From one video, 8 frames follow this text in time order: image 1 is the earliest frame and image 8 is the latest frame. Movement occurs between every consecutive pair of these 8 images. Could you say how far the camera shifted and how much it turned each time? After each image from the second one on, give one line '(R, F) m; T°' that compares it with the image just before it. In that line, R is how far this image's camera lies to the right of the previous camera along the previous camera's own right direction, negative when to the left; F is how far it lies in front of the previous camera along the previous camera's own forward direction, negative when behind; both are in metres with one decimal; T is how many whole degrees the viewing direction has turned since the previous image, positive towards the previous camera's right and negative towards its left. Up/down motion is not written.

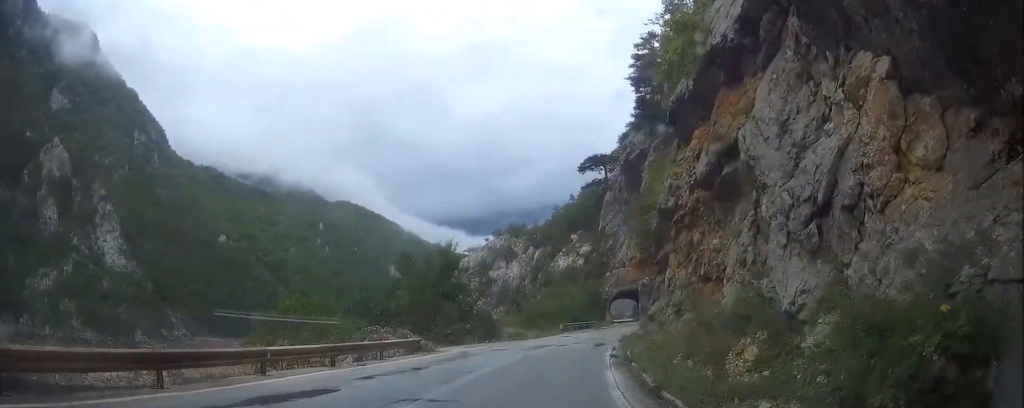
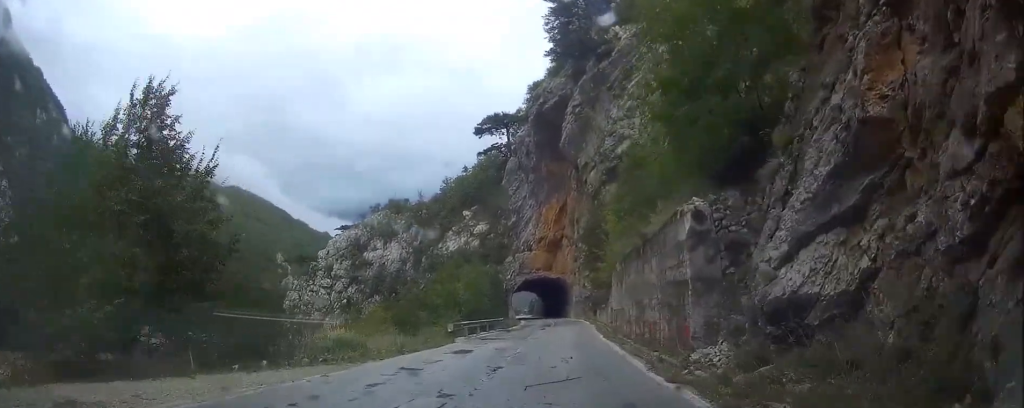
(+3.6, +27.0) m; +15°
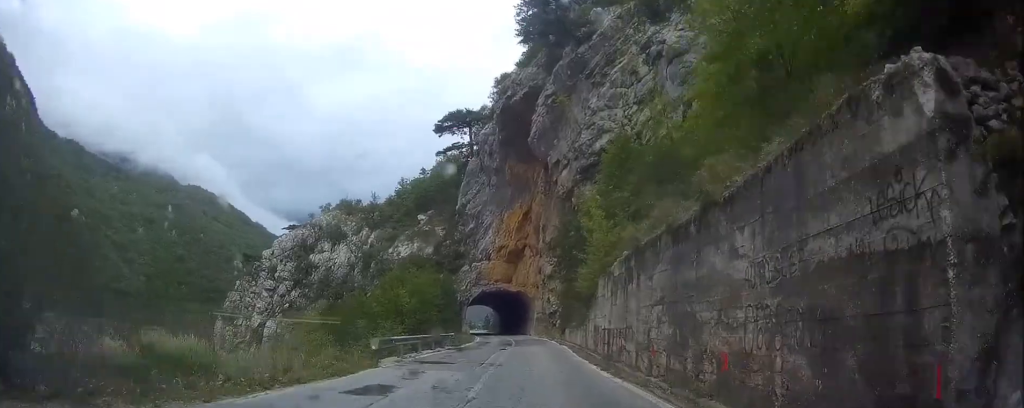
(+0.3, +9.0) m; +6°
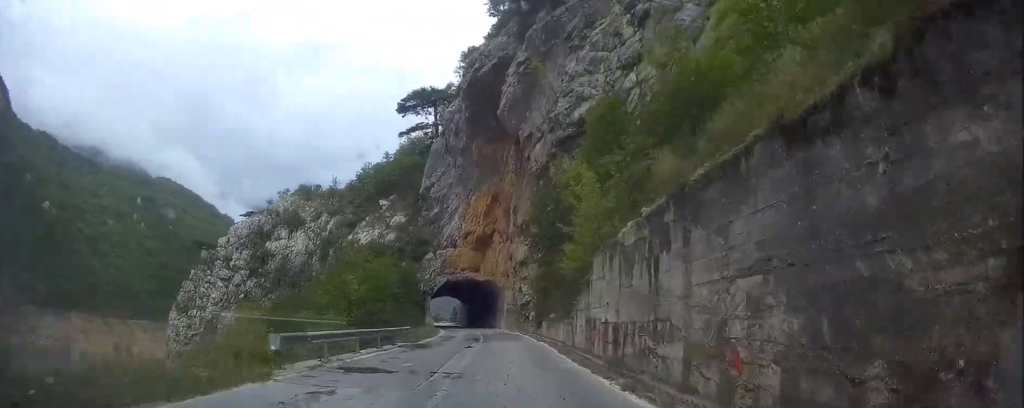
(+0.6, +7.2) m; +3°
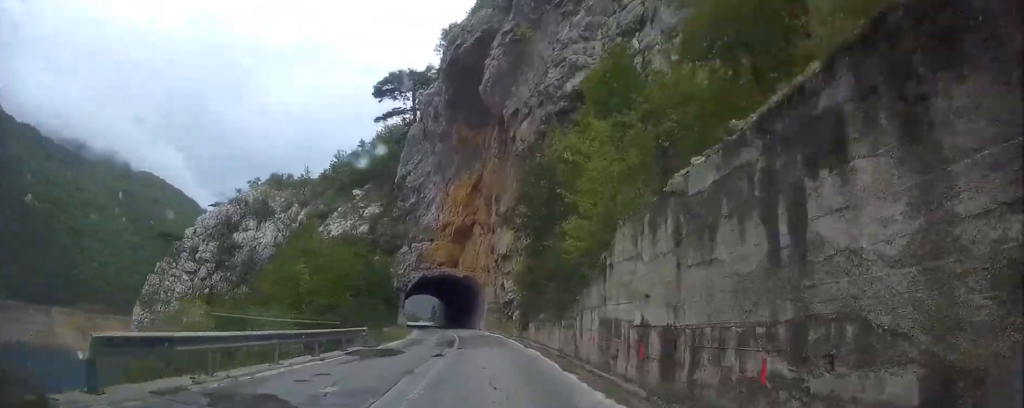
(+0.2, +6.4) m; +1°
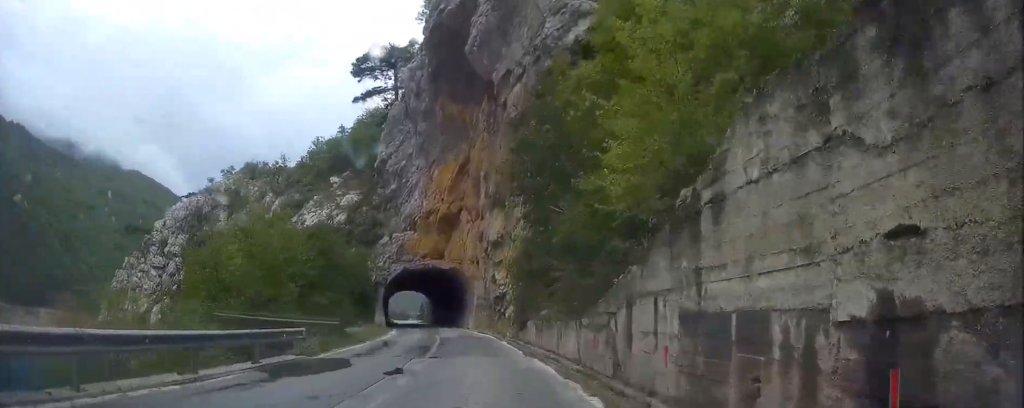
(0.0, +7.6) m; 0°
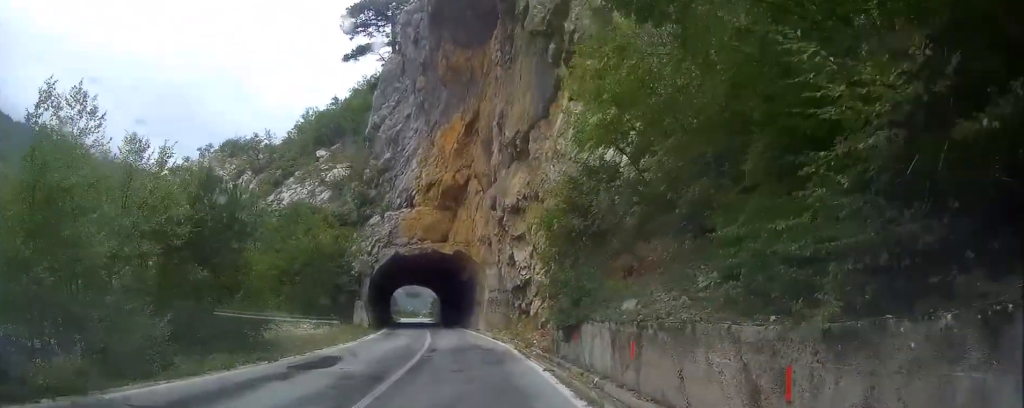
(-0.2, +13.6) m; -1°
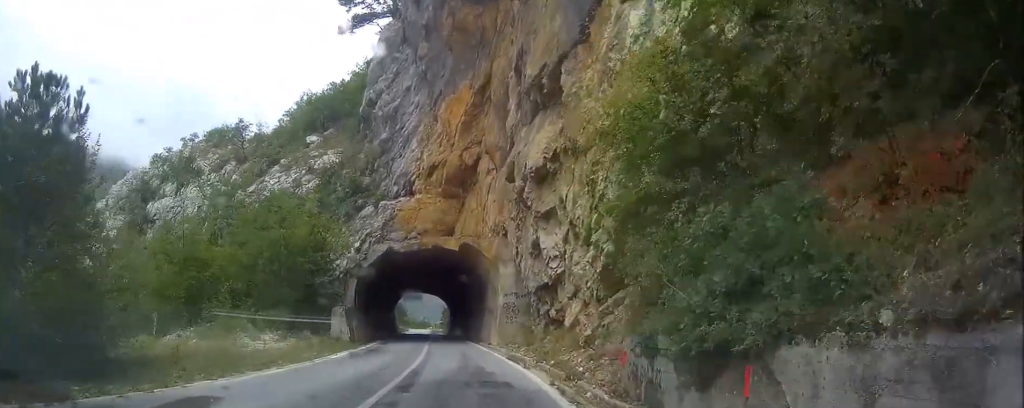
(0.0, +9.5) m; -2°
